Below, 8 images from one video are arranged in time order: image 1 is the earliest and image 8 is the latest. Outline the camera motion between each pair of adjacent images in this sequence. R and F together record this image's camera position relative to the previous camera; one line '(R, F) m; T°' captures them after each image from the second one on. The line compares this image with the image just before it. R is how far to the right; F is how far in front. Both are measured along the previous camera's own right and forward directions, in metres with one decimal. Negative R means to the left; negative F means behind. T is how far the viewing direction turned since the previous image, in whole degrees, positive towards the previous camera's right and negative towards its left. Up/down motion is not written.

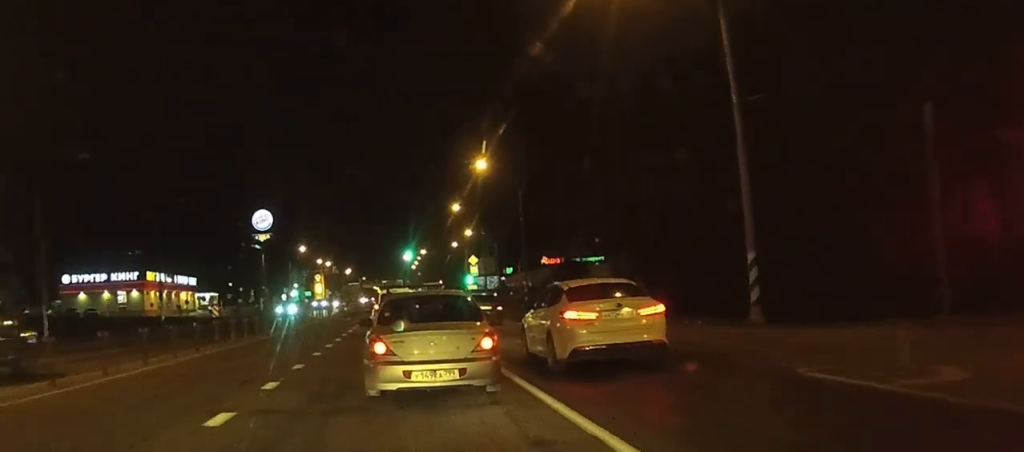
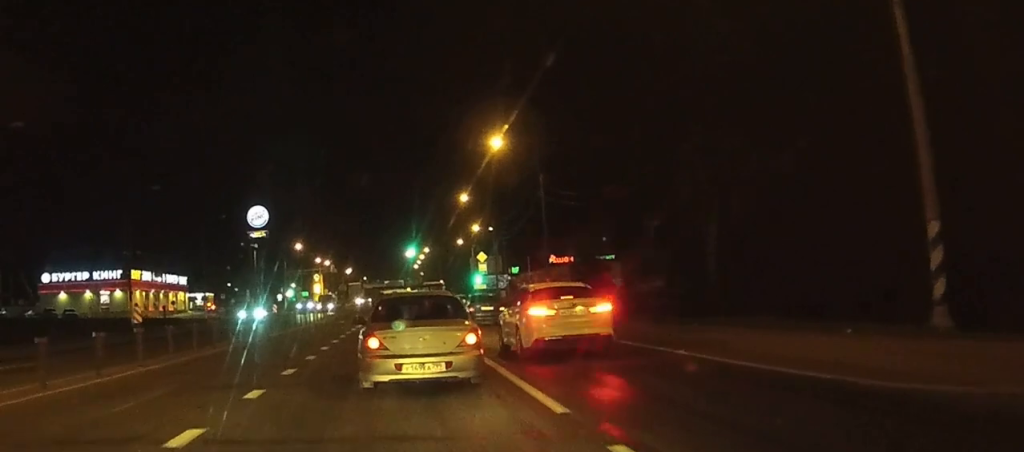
(0.0, +9.5) m; 0°
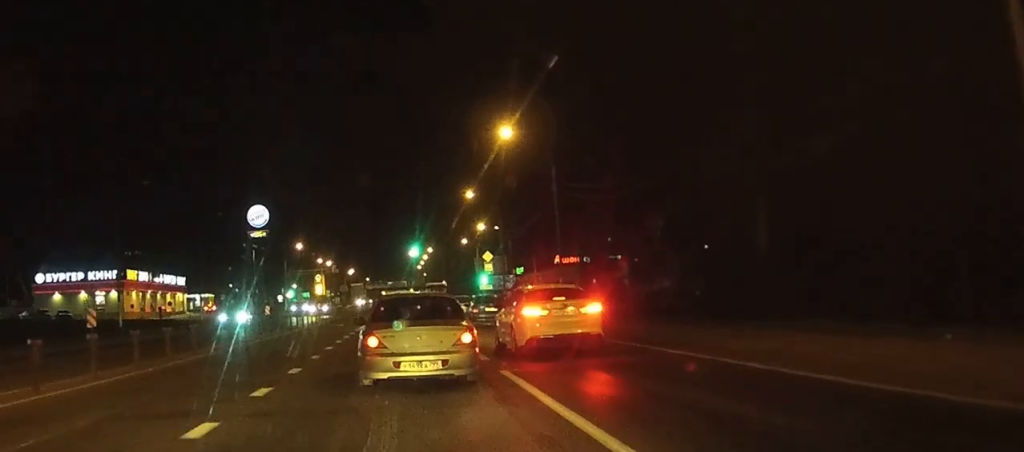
(0.0, +3.5) m; 0°
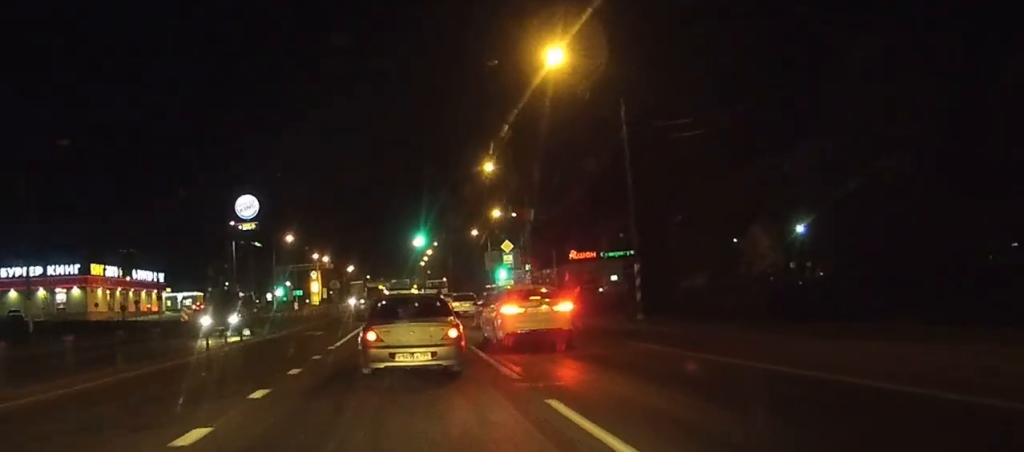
(-0.1, +16.4) m; -1°
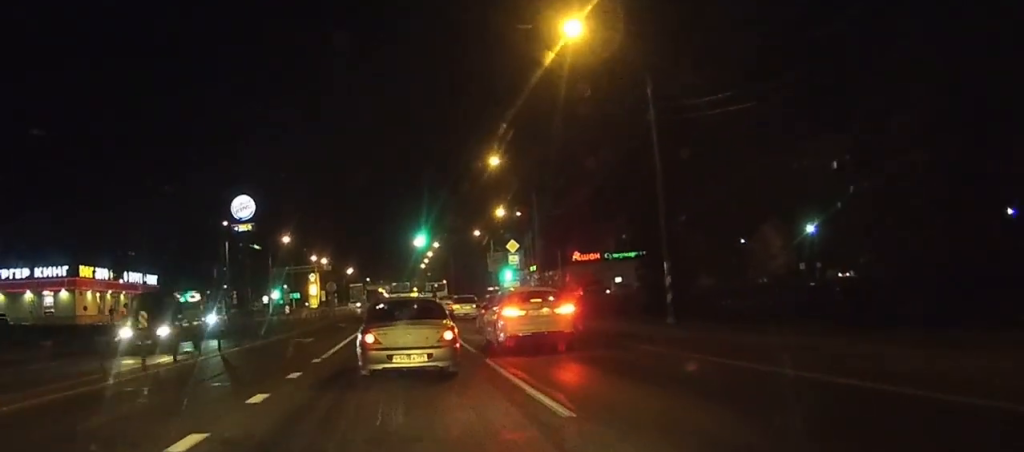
(0.0, +4.2) m; 0°
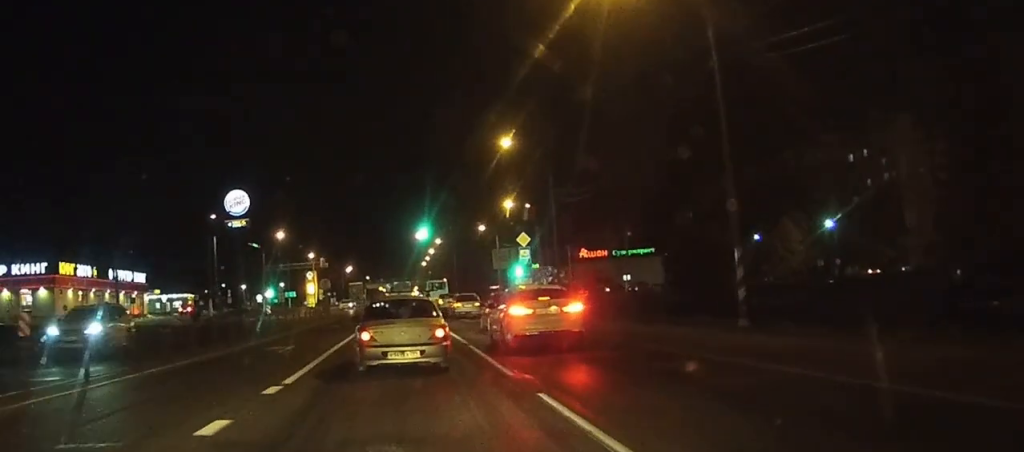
(0.0, +7.1) m; 0°
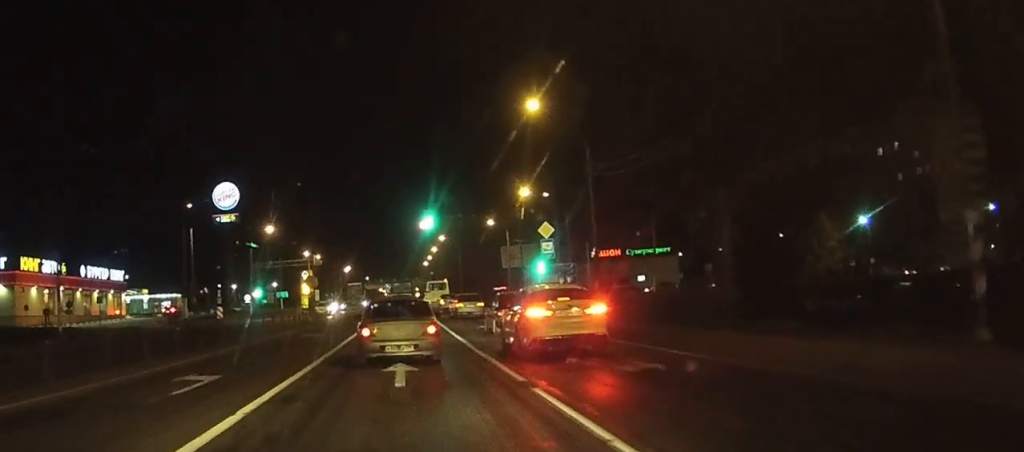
(0.0, +11.7) m; 0°
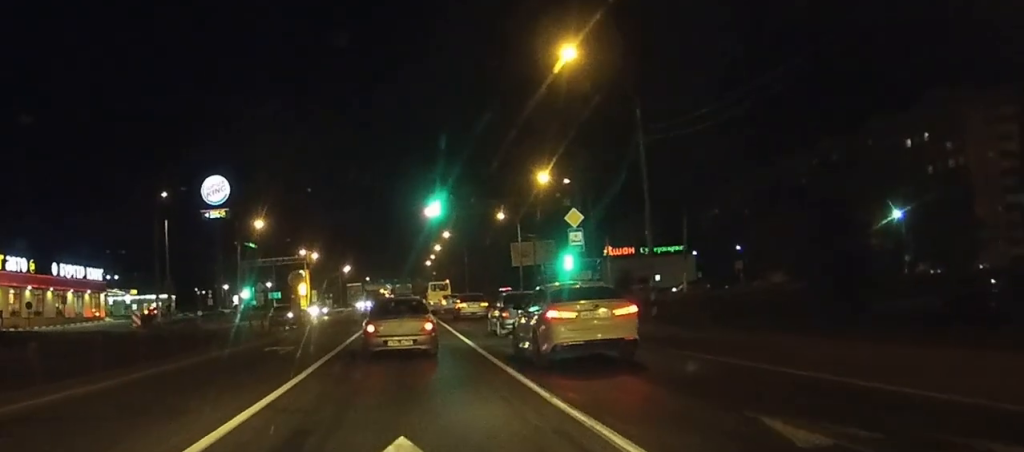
(0.0, +10.4) m; 0°
